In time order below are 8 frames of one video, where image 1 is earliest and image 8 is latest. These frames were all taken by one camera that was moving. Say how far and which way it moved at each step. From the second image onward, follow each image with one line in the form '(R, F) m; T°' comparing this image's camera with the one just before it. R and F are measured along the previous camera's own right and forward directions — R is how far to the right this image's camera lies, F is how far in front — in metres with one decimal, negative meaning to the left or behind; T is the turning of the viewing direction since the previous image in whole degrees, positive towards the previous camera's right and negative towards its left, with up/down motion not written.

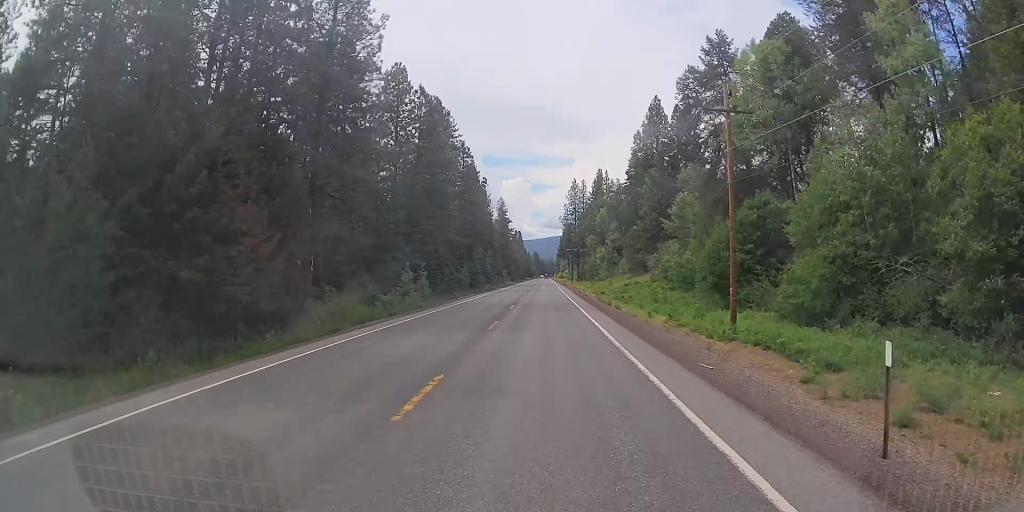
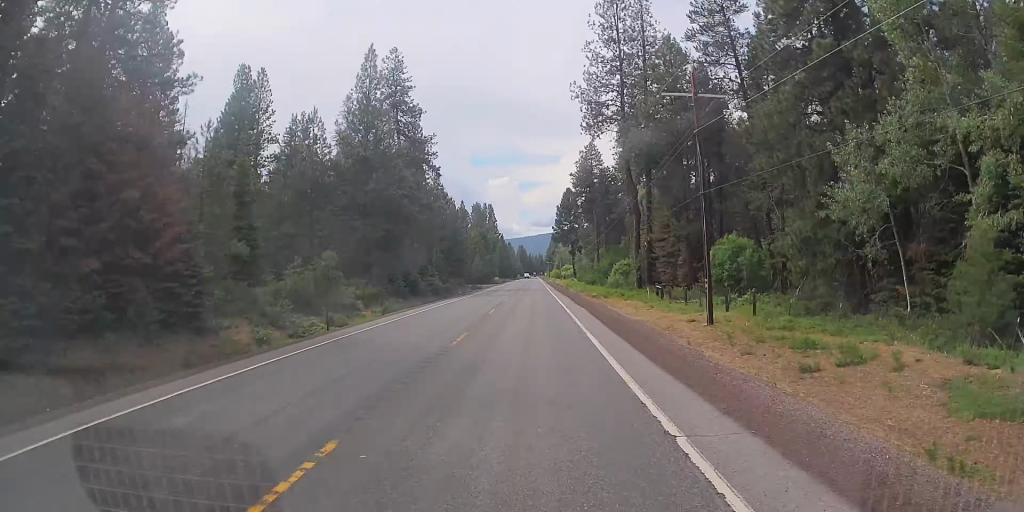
(+0.1, +162.5) m; 0°
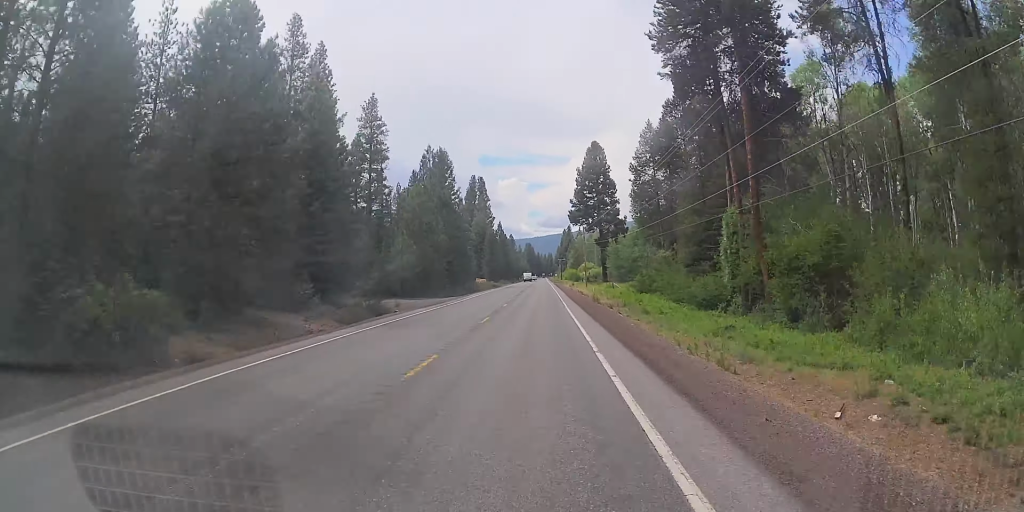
(+0.2, +77.8) m; 0°
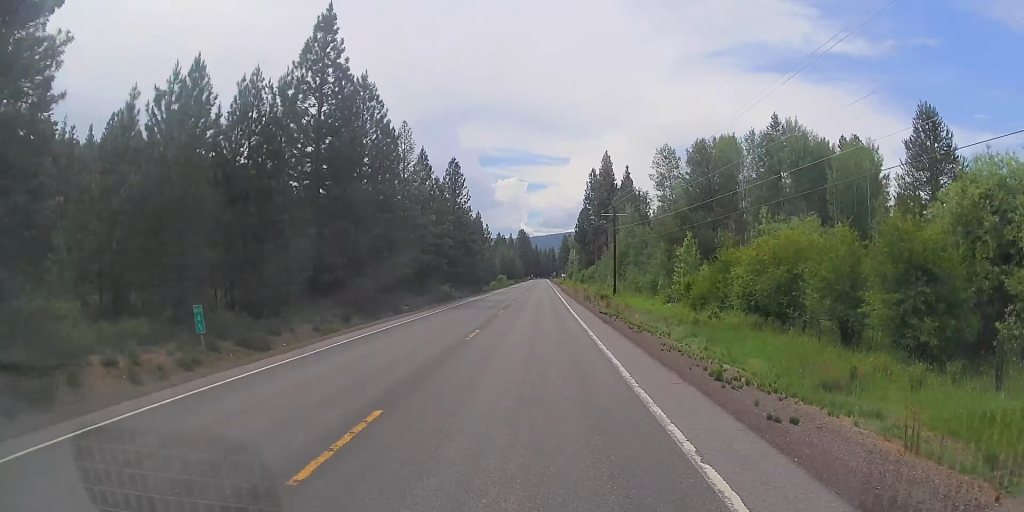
(-0.6, +201.7) m; 0°
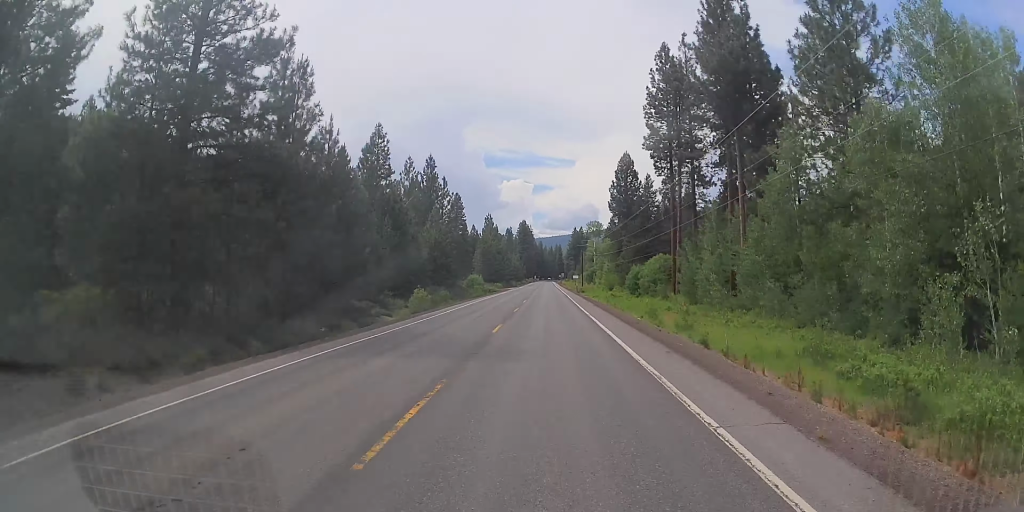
(-0.1, +84.9) m; 0°
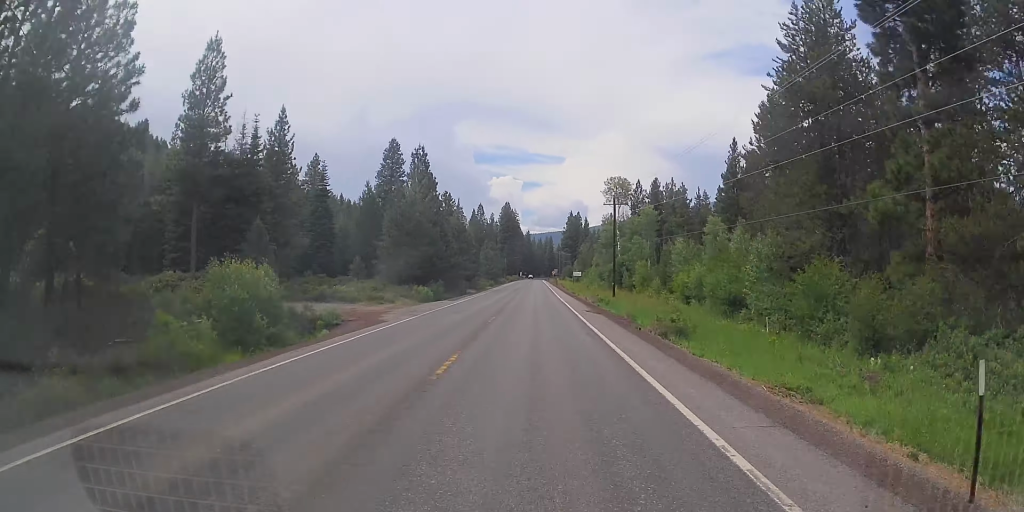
(-0.3, +81.3) m; 0°
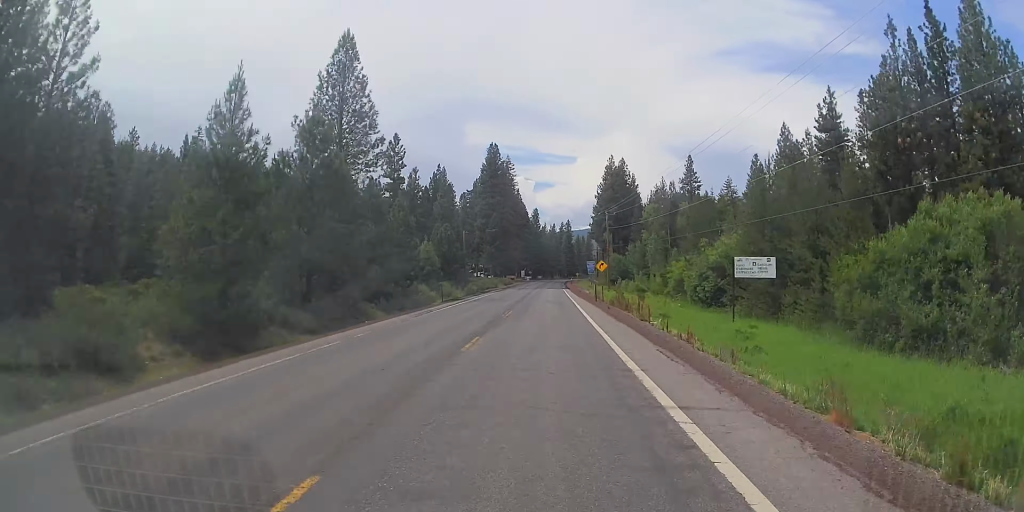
(+1.0, +141.3) m; +1°
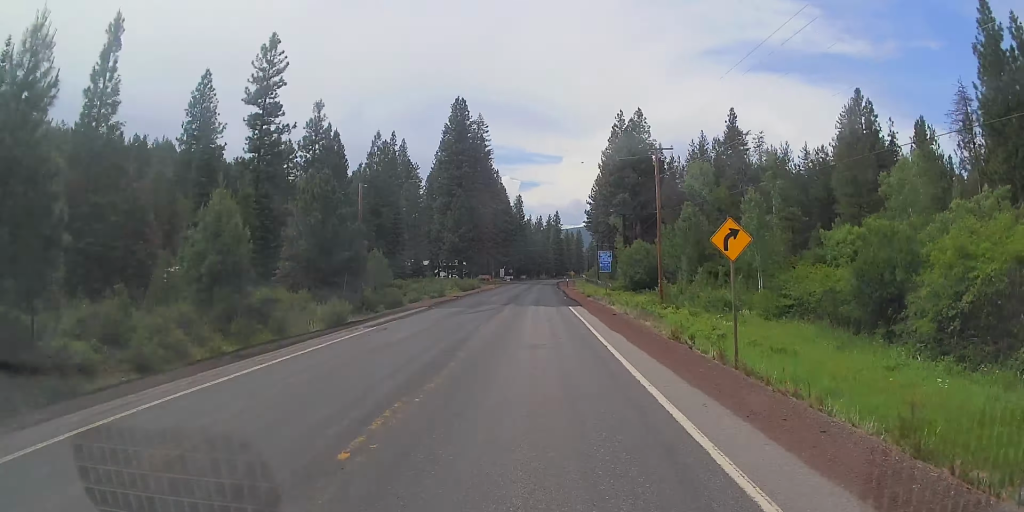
(+0.4, +45.9) m; 0°
